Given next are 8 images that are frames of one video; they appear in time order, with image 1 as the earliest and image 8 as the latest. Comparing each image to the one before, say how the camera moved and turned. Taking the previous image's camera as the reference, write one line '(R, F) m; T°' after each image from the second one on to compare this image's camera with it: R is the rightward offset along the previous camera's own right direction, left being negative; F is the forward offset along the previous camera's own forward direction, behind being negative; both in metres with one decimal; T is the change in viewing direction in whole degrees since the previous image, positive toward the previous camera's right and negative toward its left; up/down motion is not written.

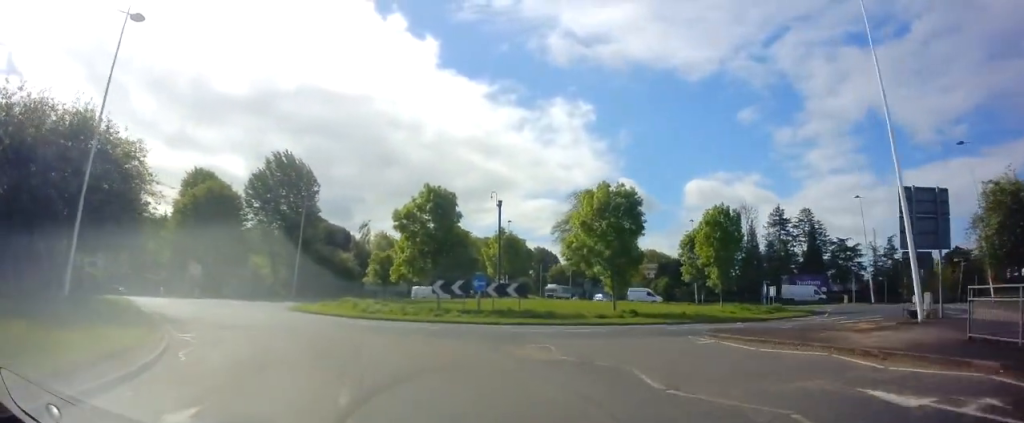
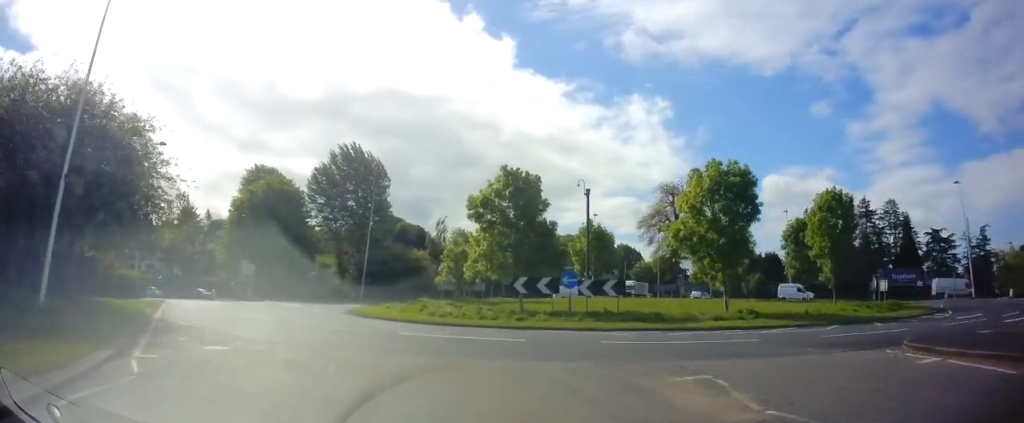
(-0.5, +5.4) m; -9°
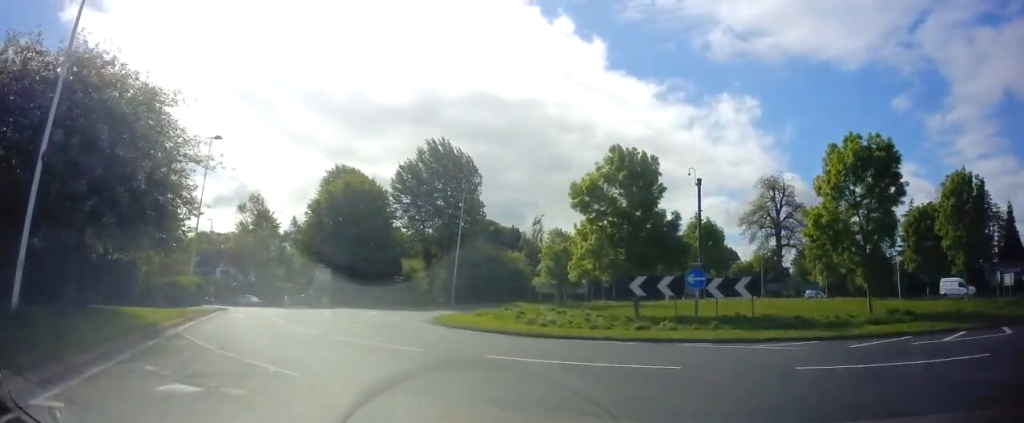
(-0.4, +5.0) m; -7°
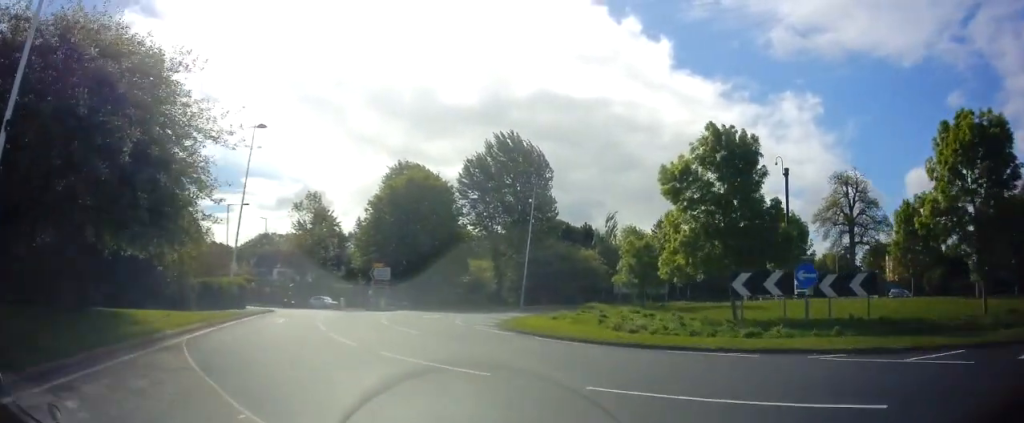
(-0.1, +3.7) m; -5°
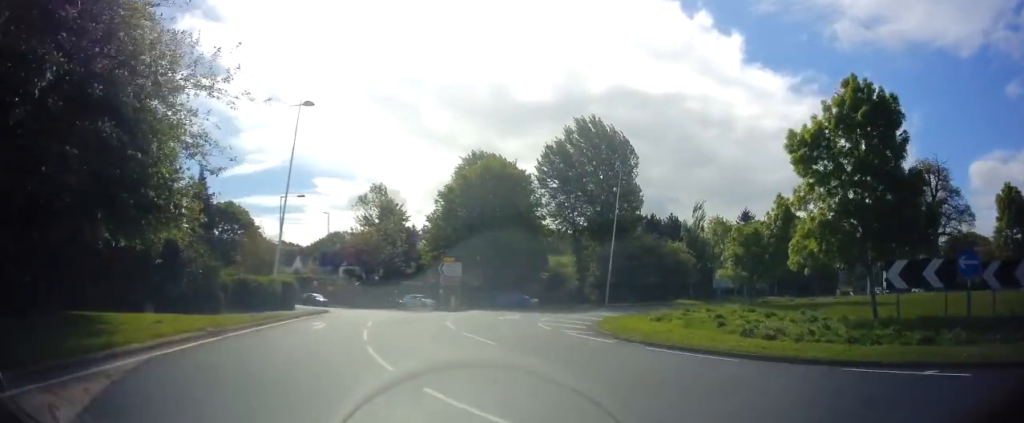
(-0.2, +4.9) m; -8°
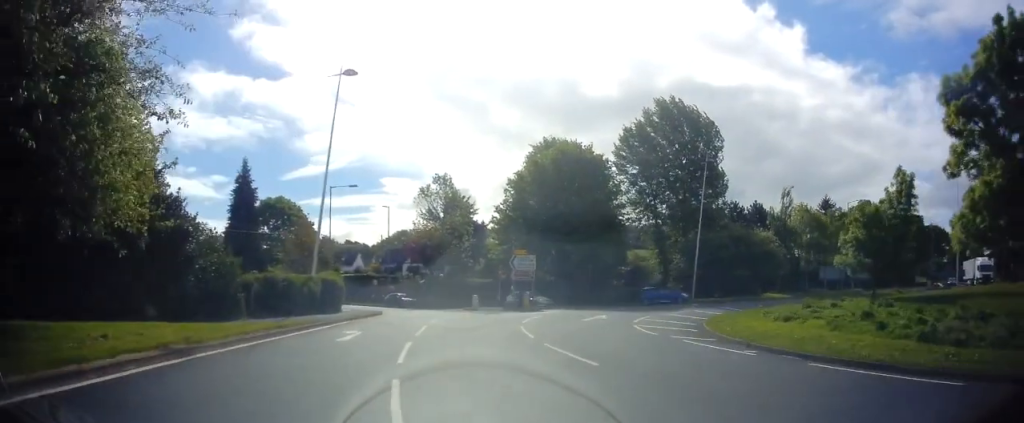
(-0.5, +5.0) m; -7°
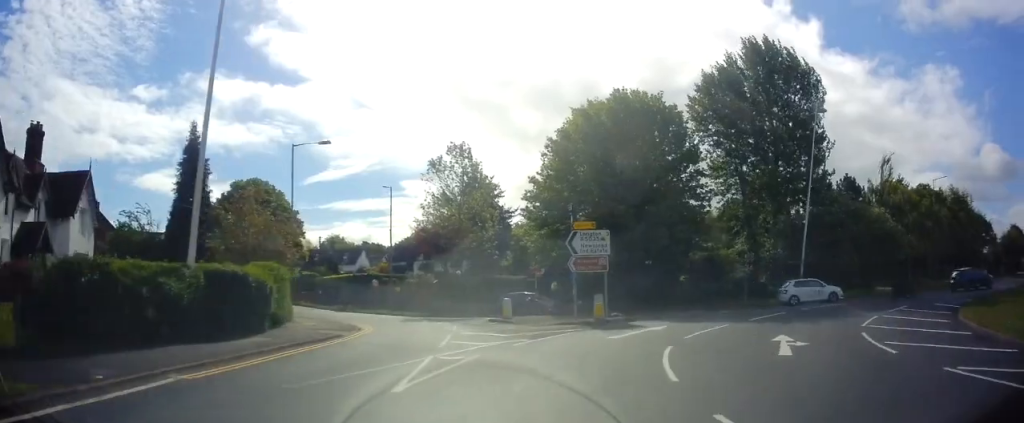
(-1.0, +14.7) m; -1°
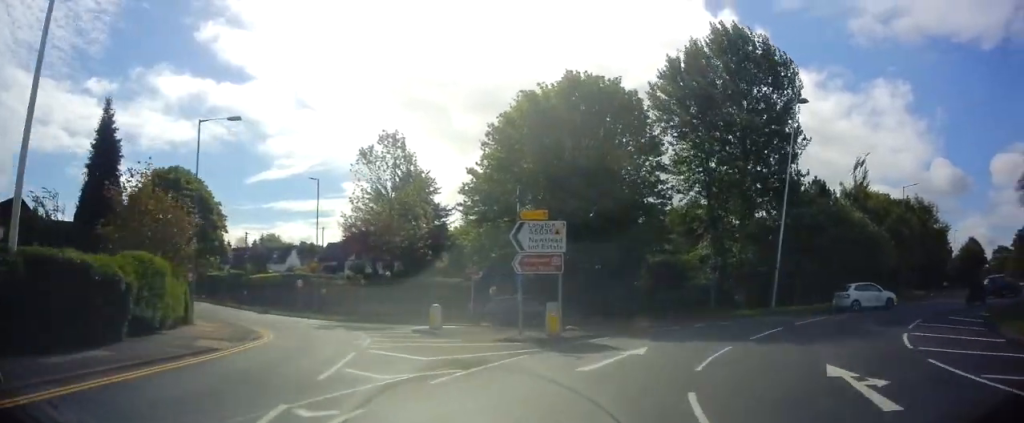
(+0.1, +4.7) m; +4°
